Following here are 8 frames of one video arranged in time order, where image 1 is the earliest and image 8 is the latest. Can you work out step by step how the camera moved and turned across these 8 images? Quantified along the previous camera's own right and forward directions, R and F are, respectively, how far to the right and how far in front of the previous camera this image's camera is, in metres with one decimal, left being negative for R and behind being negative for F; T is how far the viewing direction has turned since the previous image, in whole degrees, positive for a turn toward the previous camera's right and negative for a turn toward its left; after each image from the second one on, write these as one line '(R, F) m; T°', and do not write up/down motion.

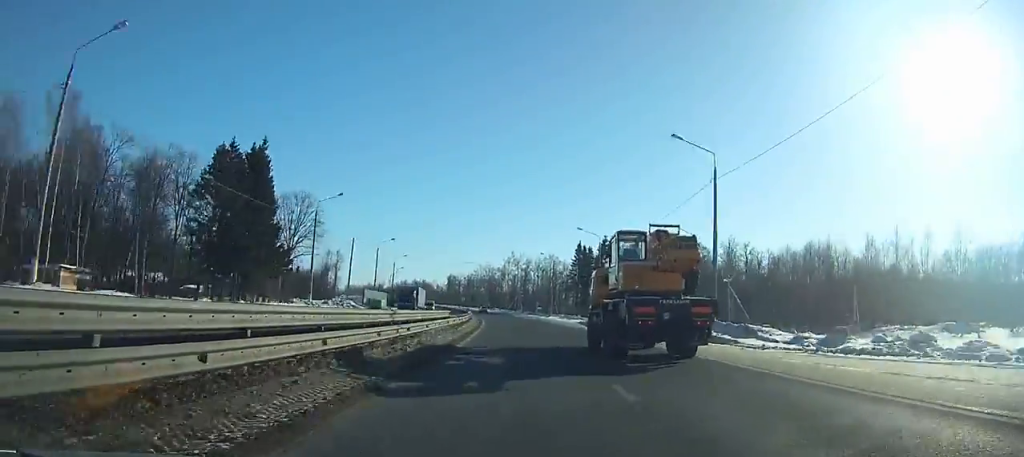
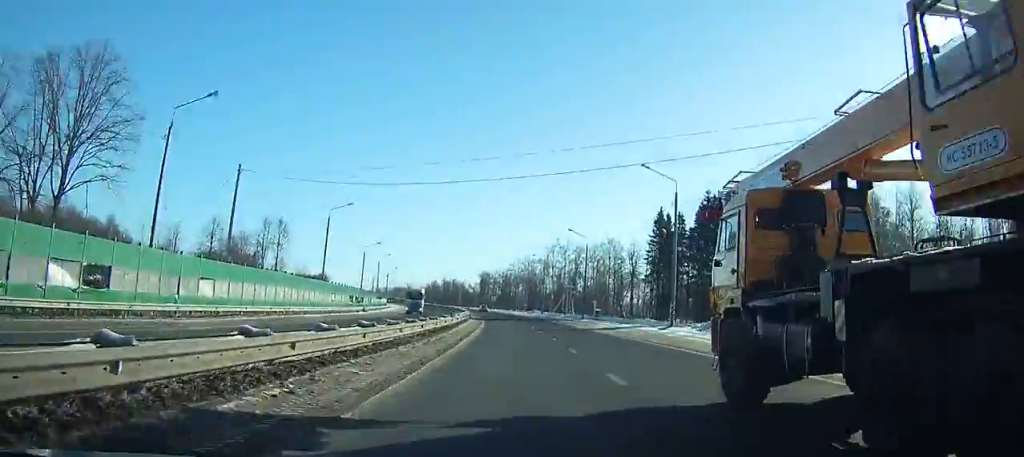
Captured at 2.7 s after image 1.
(-1.6, +60.4) m; -3°
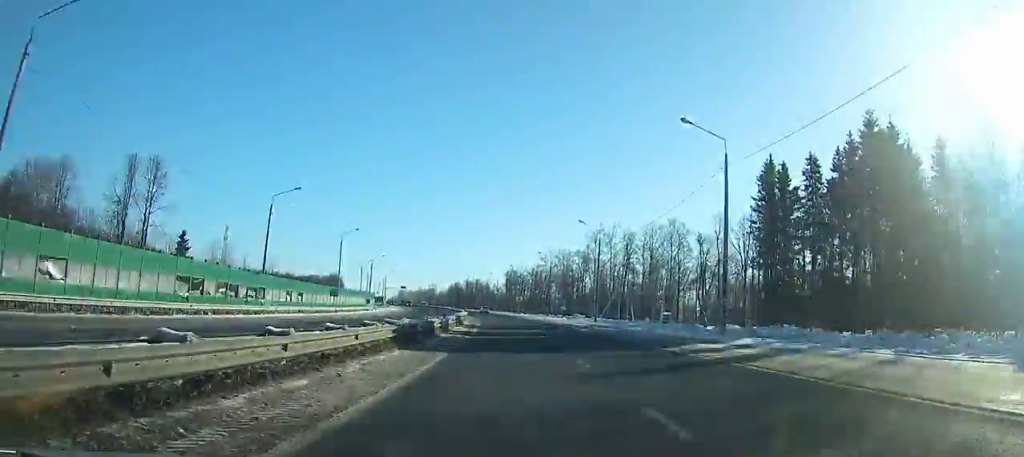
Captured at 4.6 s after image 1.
(-1.5, +44.2) m; -3°
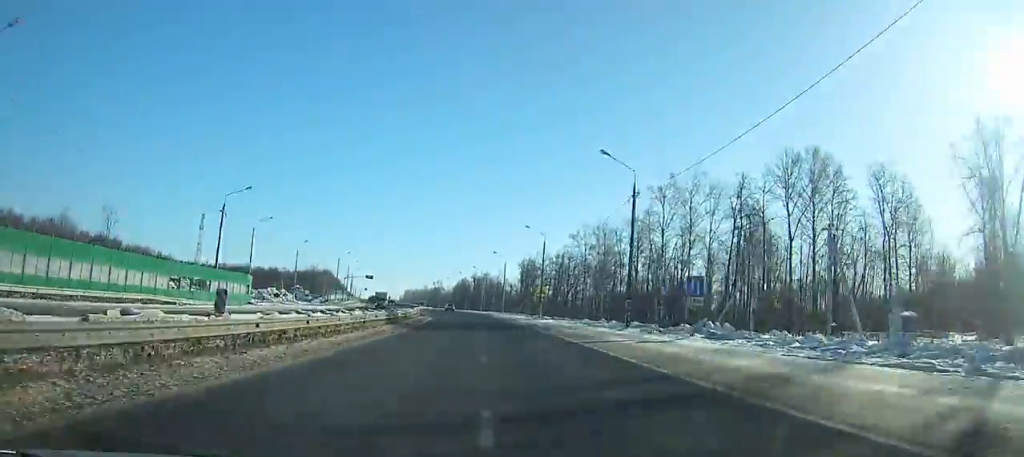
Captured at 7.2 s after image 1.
(-1.9, +61.6) m; -4°
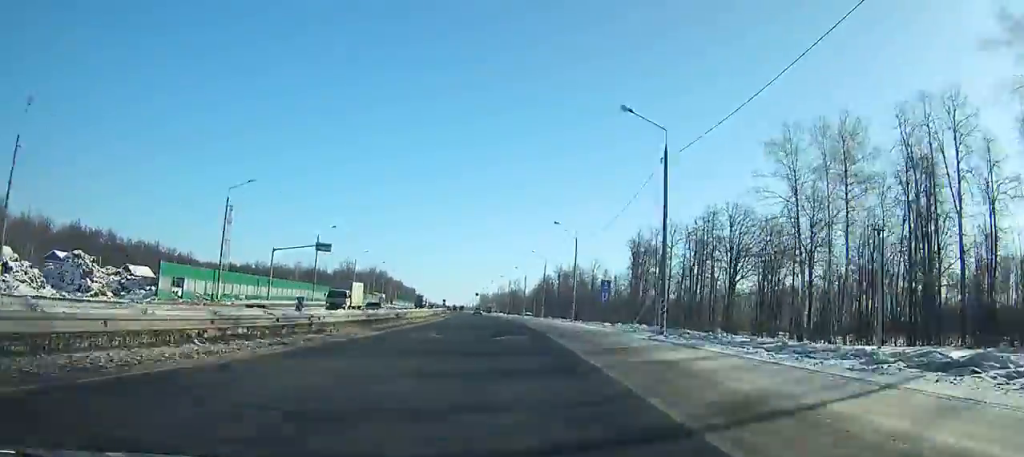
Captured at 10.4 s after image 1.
(-3.5, +77.4) m; -6°
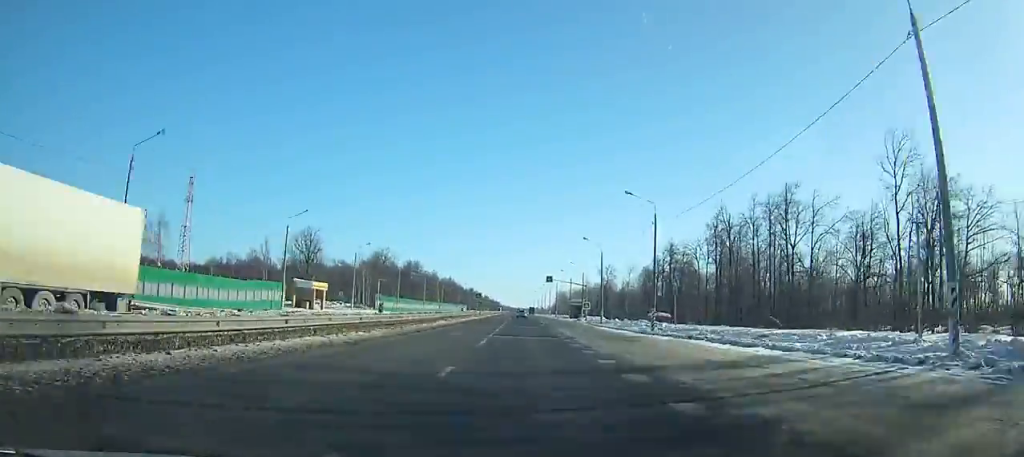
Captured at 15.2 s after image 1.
(-8.7, +117.6) m; -8°
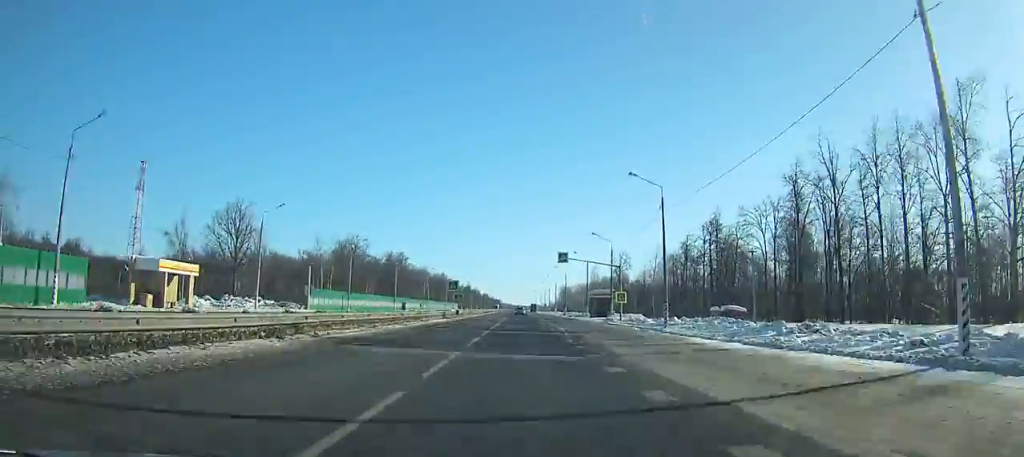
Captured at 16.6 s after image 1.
(-1.0, +34.8) m; -1°
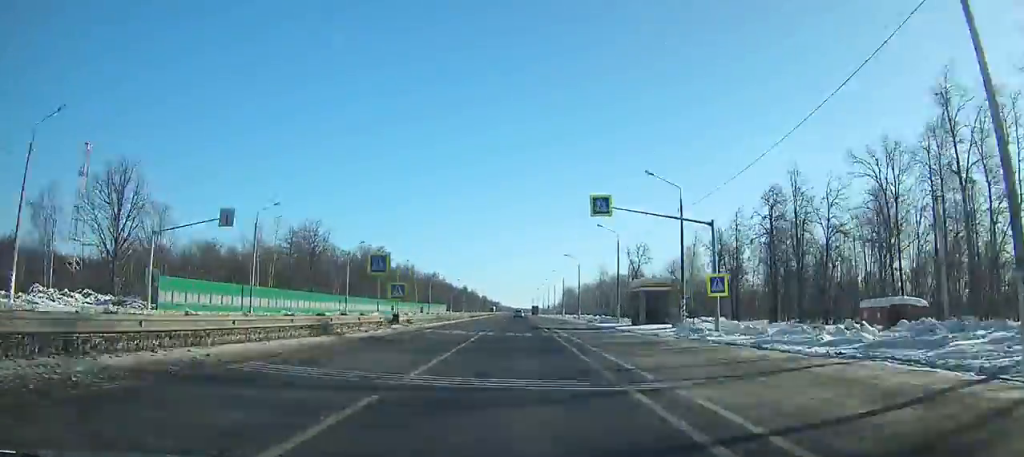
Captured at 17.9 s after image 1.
(-0.3, +32.3) m; -1°
